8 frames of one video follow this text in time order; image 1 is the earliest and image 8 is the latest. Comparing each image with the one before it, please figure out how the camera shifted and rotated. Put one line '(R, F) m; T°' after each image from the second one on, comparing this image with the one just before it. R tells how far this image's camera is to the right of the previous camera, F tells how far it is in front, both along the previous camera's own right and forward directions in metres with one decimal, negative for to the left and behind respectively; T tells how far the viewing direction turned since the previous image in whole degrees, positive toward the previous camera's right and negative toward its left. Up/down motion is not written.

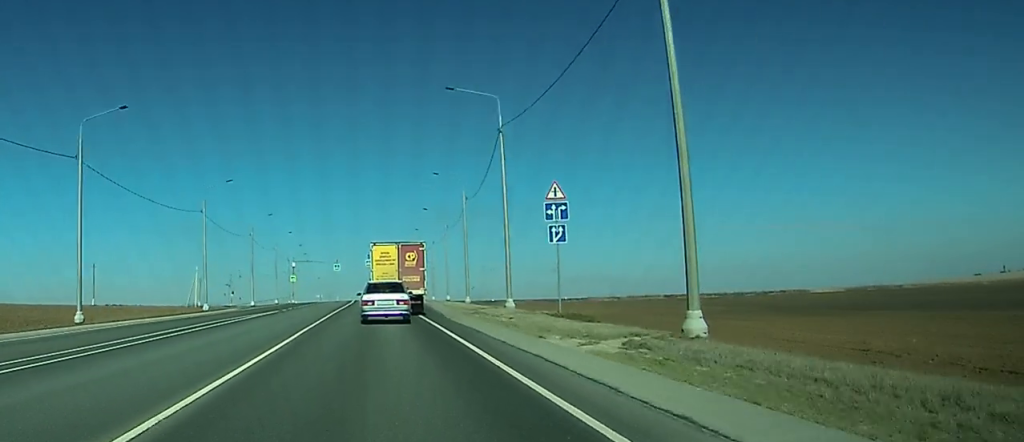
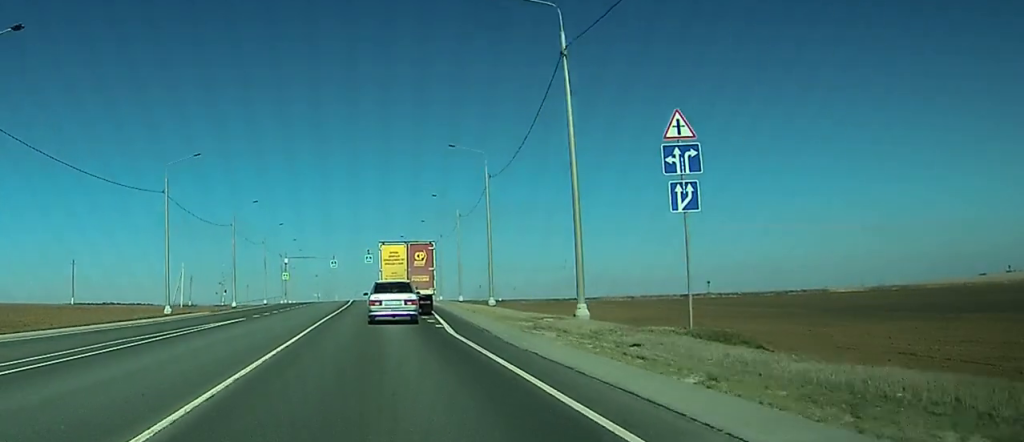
(+0.5, +13.4) m; 0°
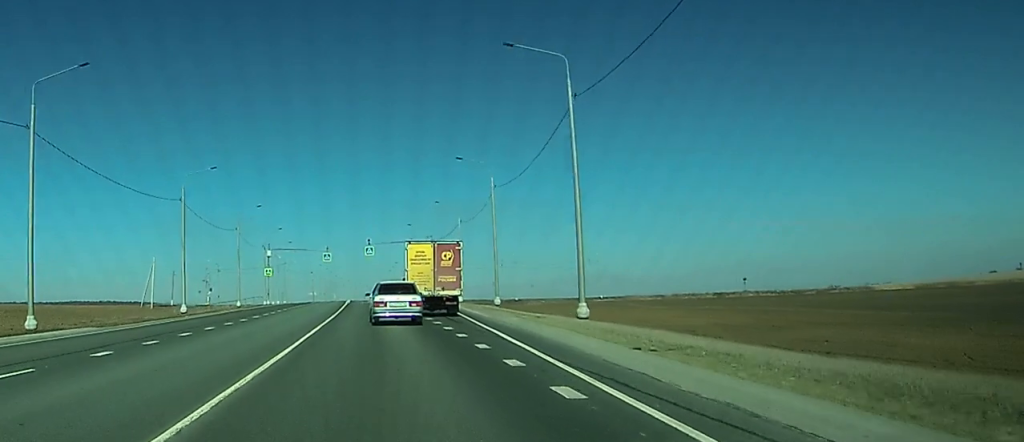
(-0.3, +23.8) m; -2°
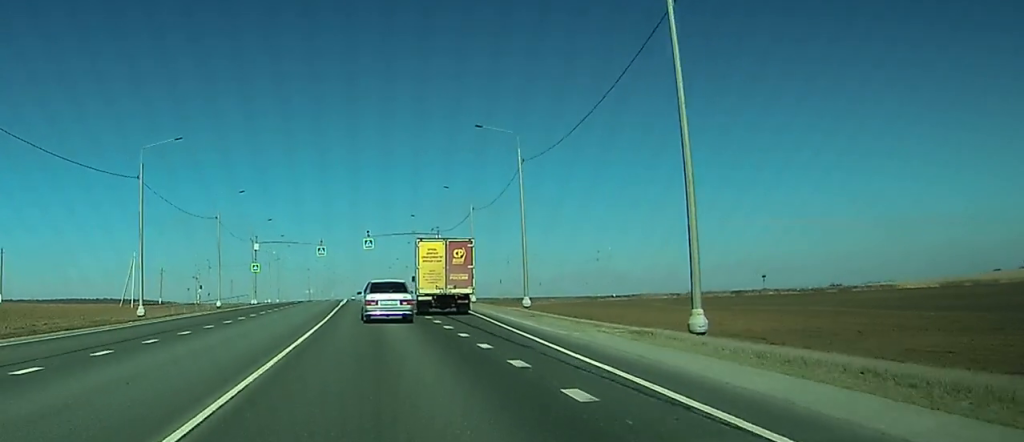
(-0.1, +11.9) m; -1°
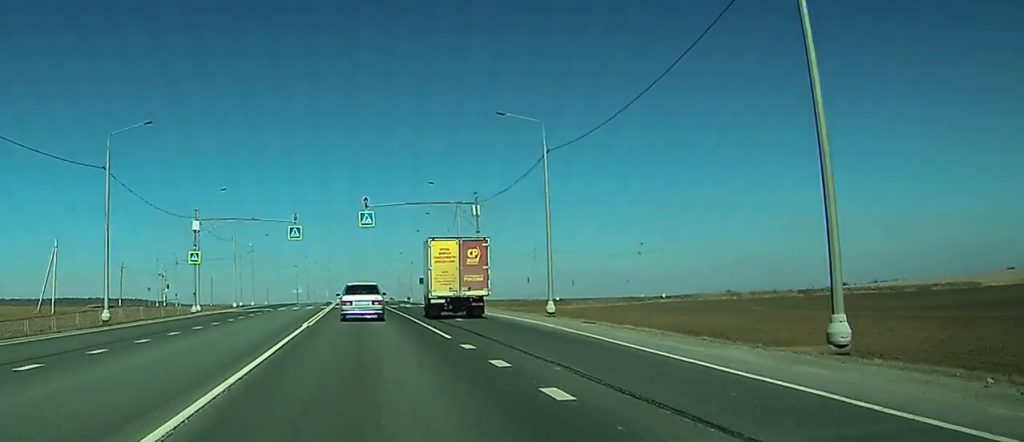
(-0.4, +34.8) m; 0°
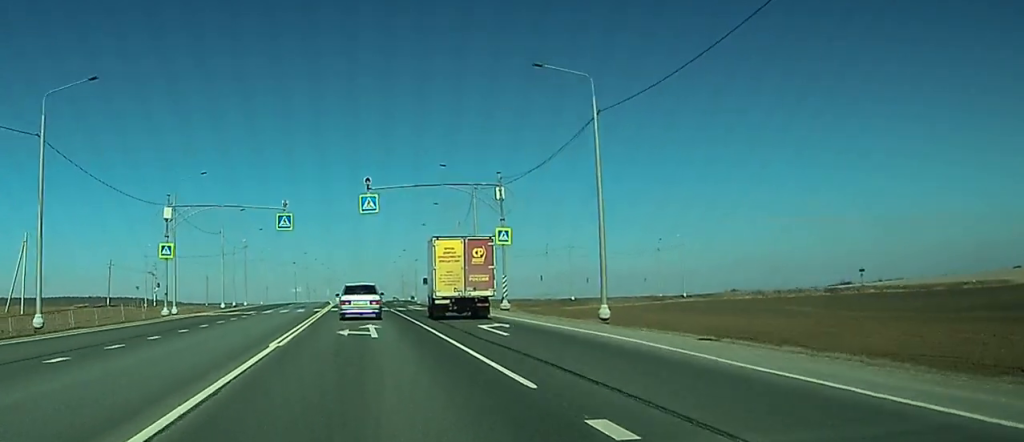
(+0.1, +10.1) m; +1°
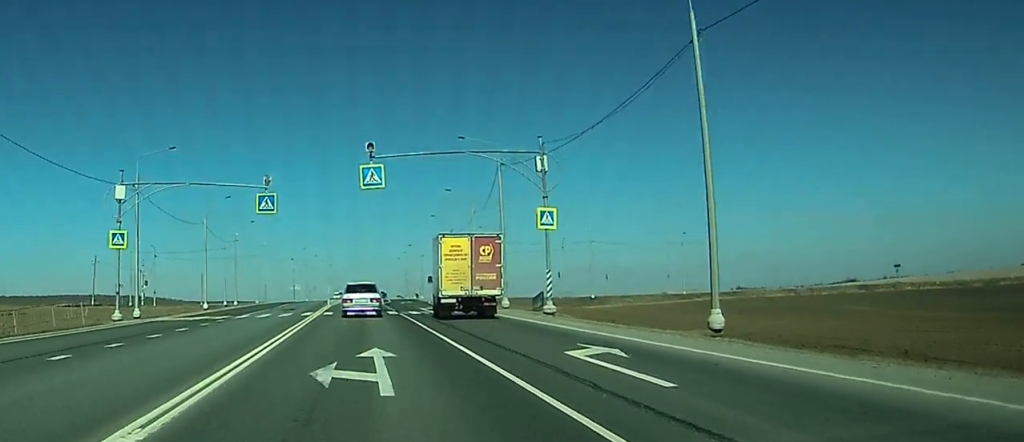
(+0.1, +11.4) m; +1°
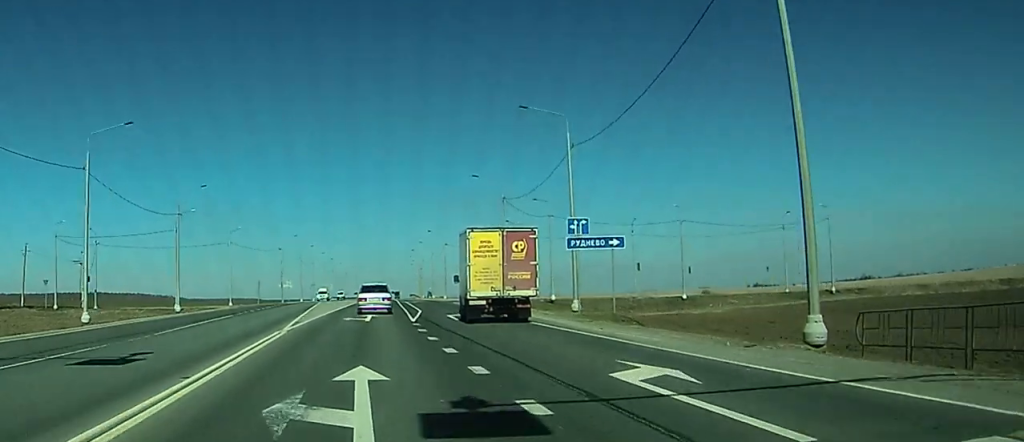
(+0.8, +35.8) m; 0°
